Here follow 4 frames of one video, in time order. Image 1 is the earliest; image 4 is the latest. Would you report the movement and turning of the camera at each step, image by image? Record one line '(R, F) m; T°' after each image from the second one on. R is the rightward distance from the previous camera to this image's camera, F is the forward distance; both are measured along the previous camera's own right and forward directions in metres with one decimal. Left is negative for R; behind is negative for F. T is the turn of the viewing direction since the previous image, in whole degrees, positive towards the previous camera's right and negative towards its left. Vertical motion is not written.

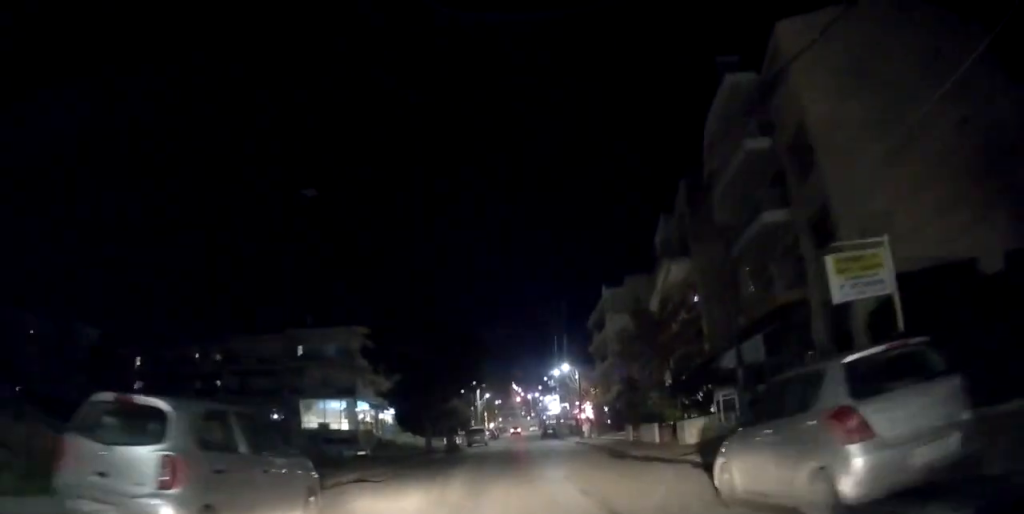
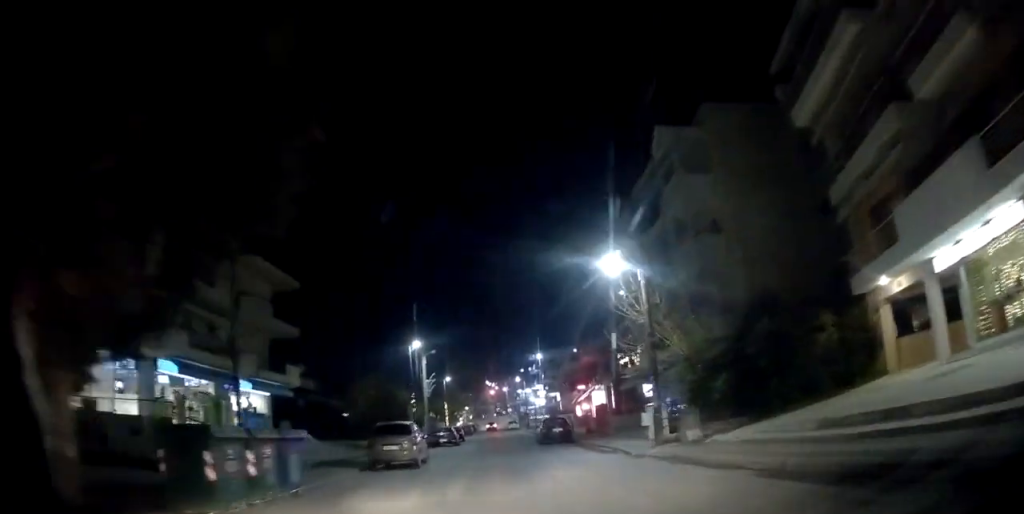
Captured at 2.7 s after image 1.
(+0.2, +30.9) m; -1°
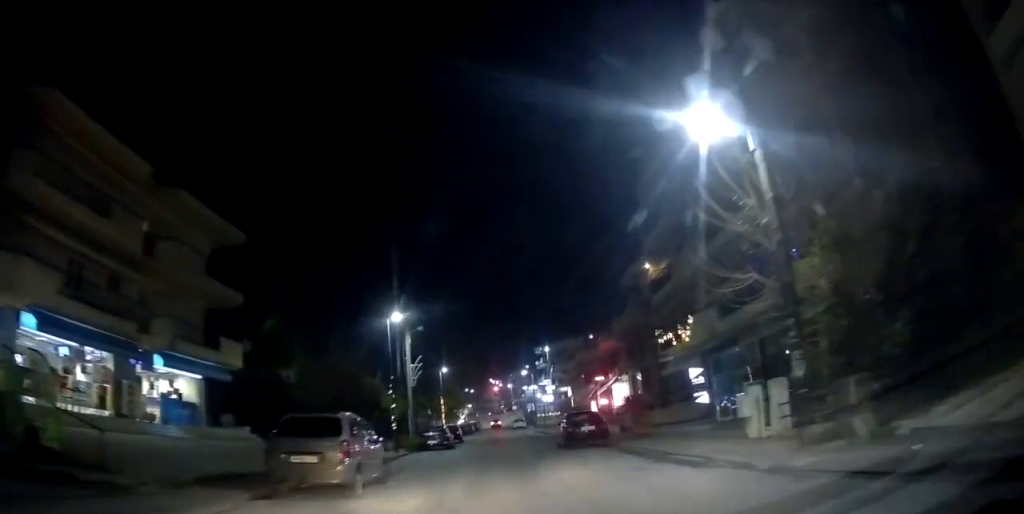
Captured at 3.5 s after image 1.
(-0.2, +9.2) m; -1°
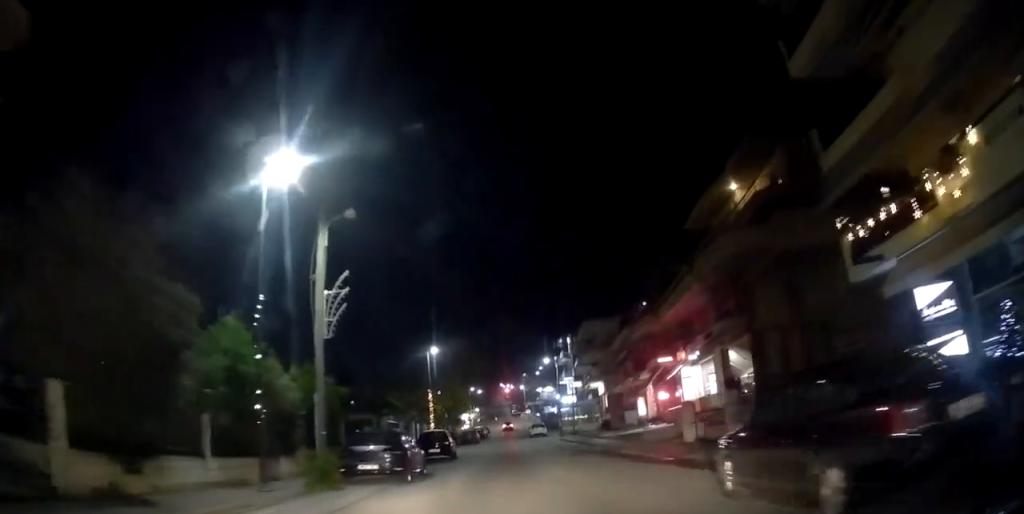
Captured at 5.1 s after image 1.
(+0.2, +17.4) m; +2°
